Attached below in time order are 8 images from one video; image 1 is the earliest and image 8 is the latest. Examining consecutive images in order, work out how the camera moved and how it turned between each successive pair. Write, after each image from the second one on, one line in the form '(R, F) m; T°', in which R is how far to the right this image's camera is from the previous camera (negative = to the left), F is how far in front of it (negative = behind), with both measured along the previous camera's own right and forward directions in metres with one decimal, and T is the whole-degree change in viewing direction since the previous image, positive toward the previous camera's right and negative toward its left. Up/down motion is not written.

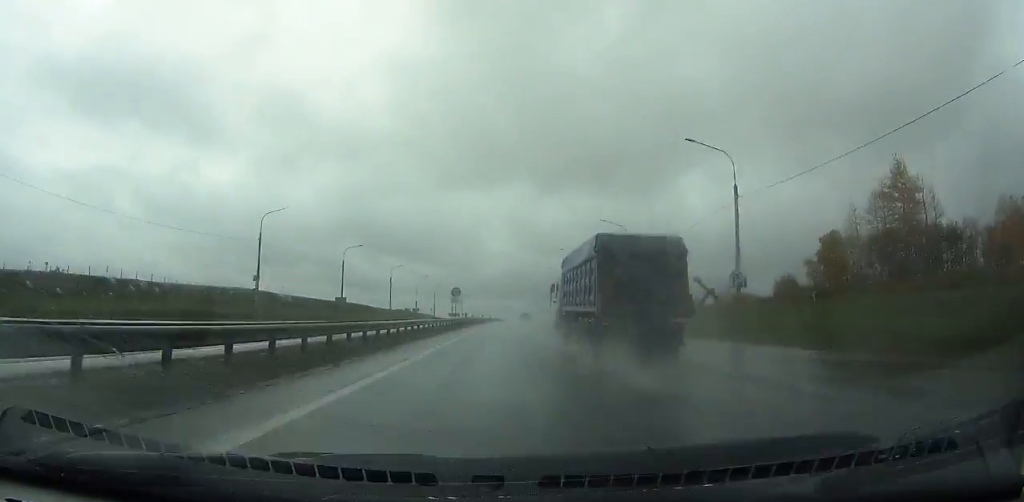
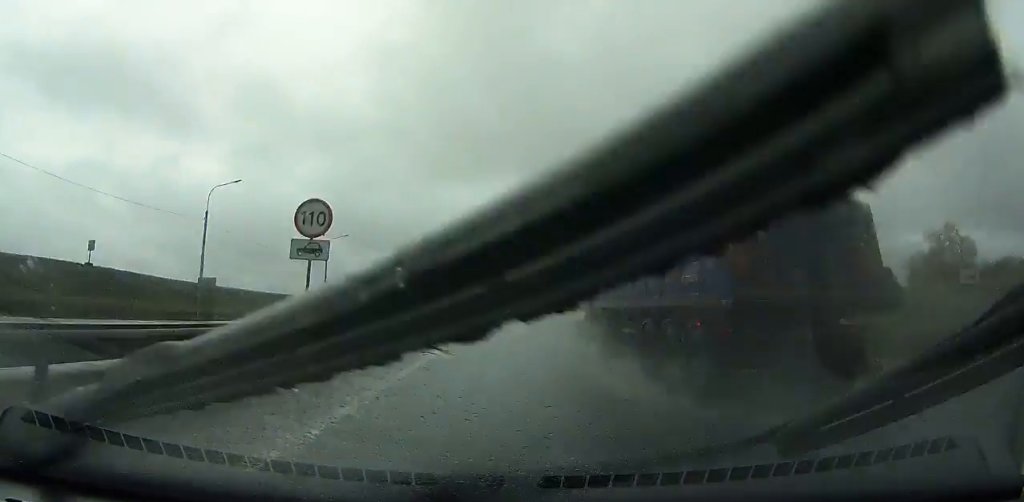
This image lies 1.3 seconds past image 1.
(+0.6, +40.2) m; +1°
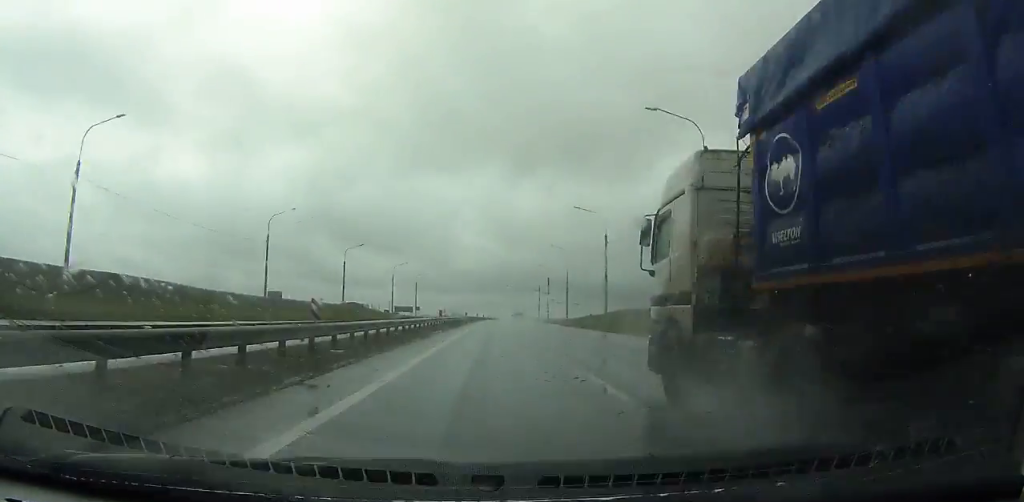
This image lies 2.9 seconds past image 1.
(+0.1, +49.6) m; +1°
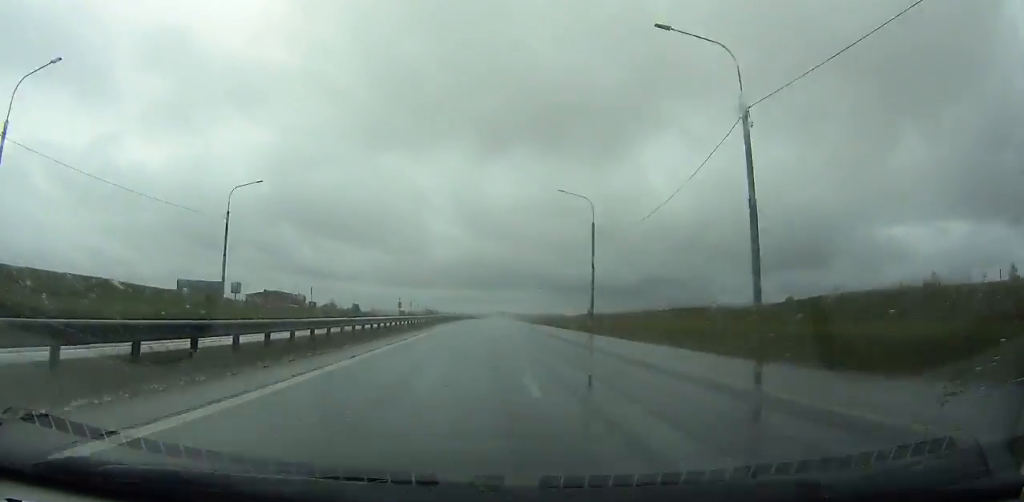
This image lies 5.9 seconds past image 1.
(+1.5, +93.6) m; +2°
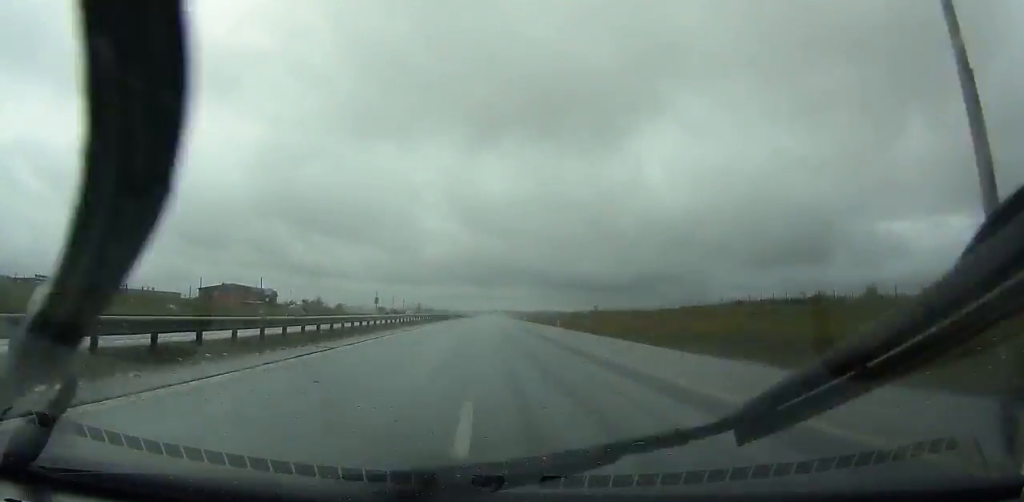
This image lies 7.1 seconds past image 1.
(+0.5, +37.3) m; 0°
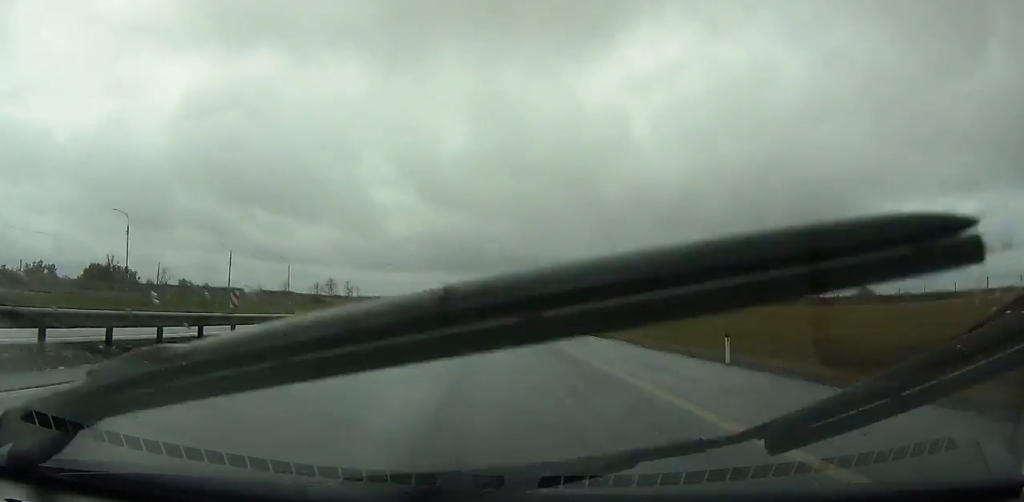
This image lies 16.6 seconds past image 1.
(+4.4, +289.5) m; +2°
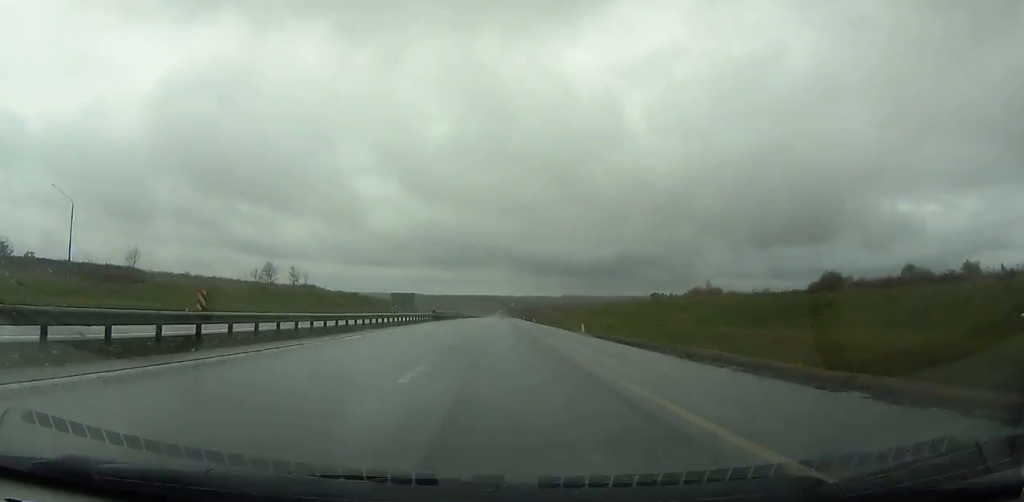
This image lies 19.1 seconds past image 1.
(+0.4, +74.8) m; 0°
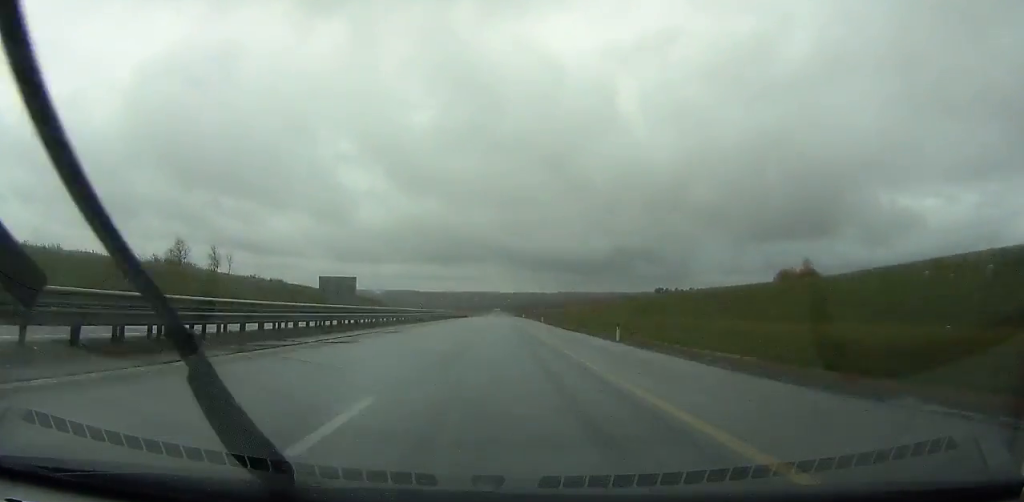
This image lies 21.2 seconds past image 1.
(+0.1, +62.6) m; 0°
